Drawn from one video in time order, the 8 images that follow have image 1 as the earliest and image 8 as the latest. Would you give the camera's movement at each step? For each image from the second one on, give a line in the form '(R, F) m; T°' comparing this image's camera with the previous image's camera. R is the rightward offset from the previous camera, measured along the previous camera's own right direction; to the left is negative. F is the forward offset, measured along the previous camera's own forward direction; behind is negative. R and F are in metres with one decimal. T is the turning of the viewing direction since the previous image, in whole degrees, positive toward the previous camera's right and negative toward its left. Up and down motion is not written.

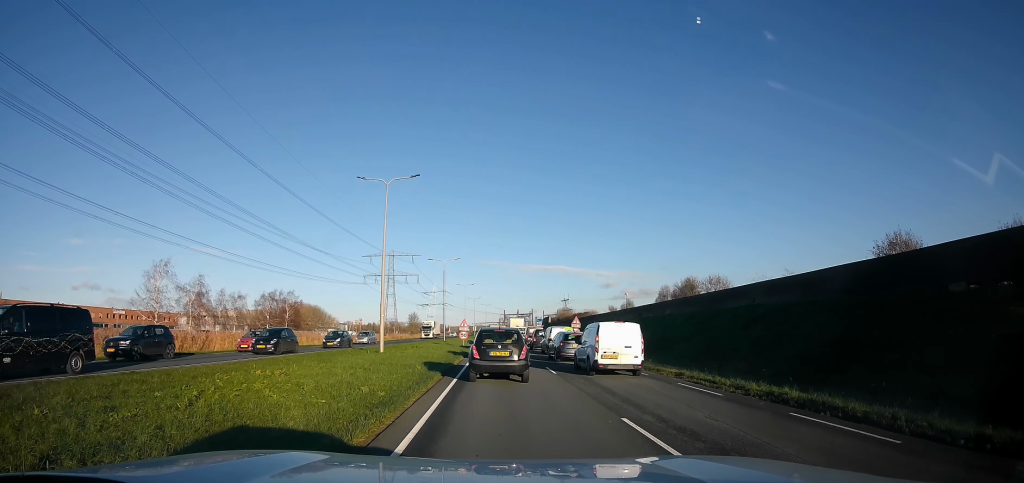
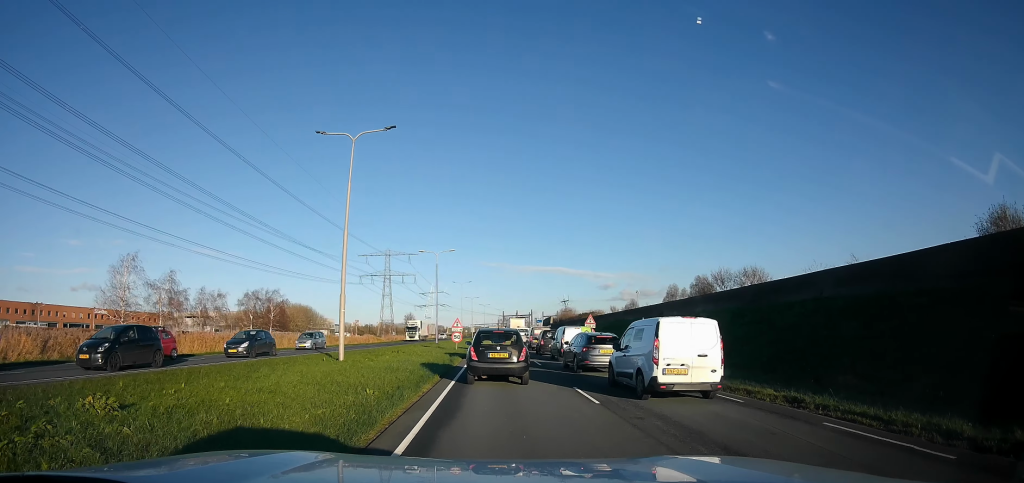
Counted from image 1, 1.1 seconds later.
(0.0, +7.6) m; +1°
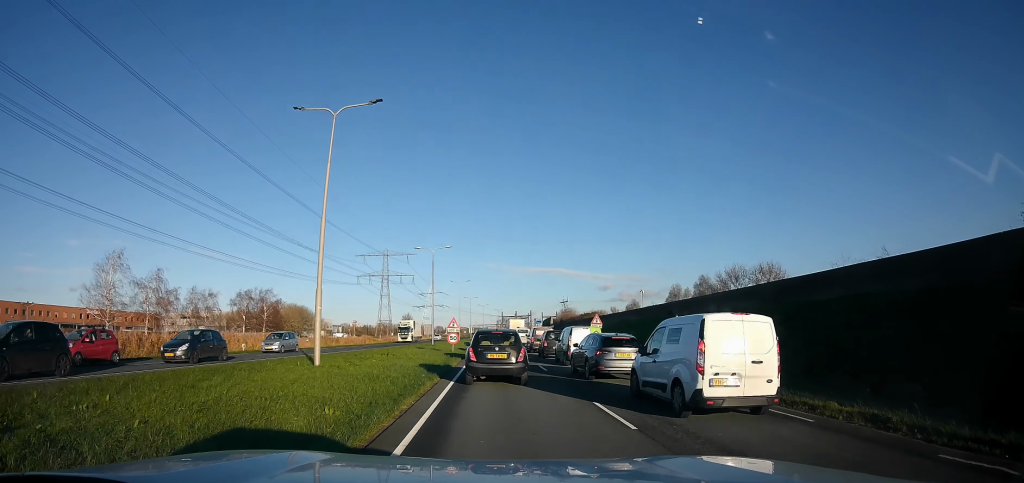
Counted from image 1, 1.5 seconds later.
(-0.1, +2.9) m; +1°
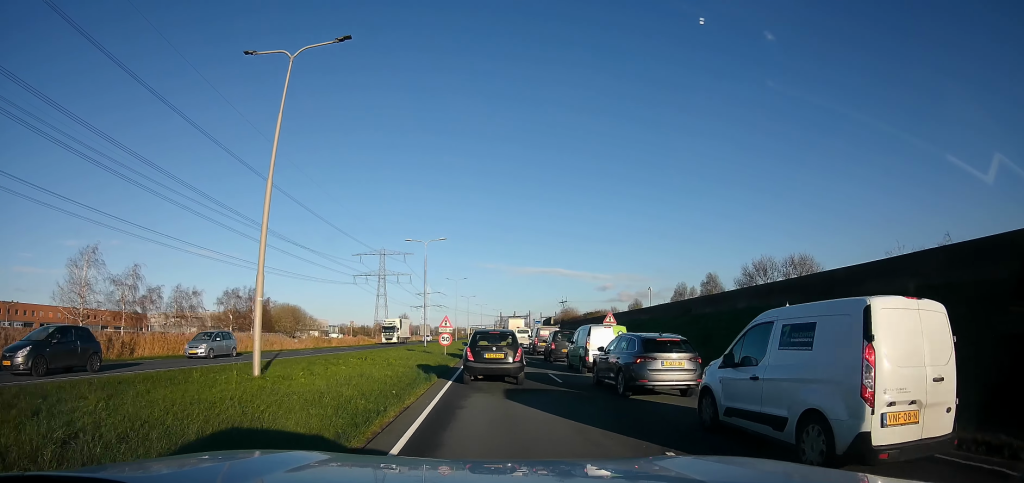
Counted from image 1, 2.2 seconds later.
(+0.1, +4.6) m; +2°
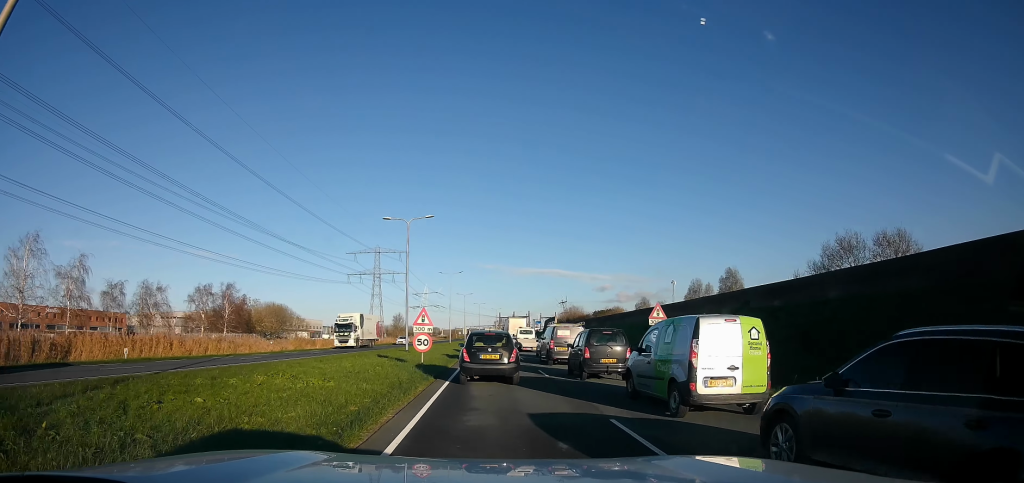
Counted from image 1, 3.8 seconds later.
(+0.2, +9.2) m; +2°
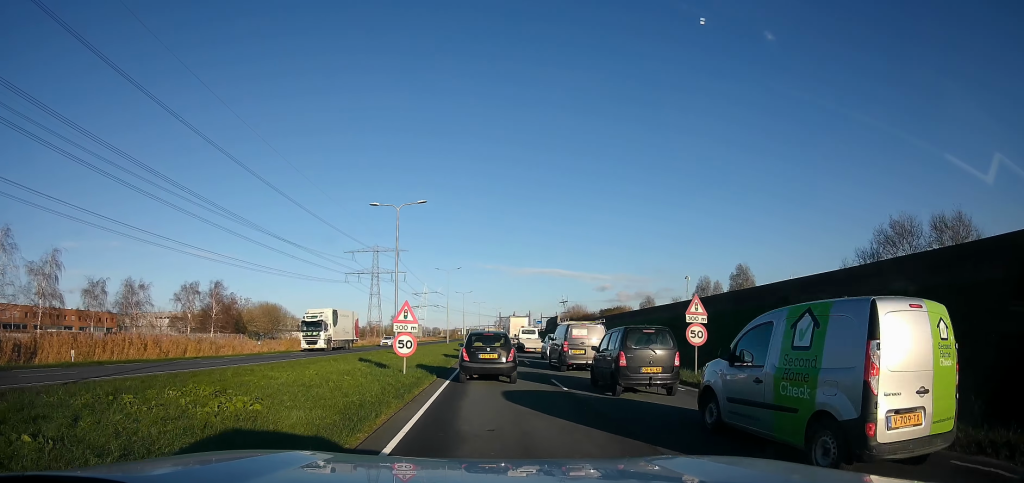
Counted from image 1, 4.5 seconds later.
(0.0, +4.2) m; 0°
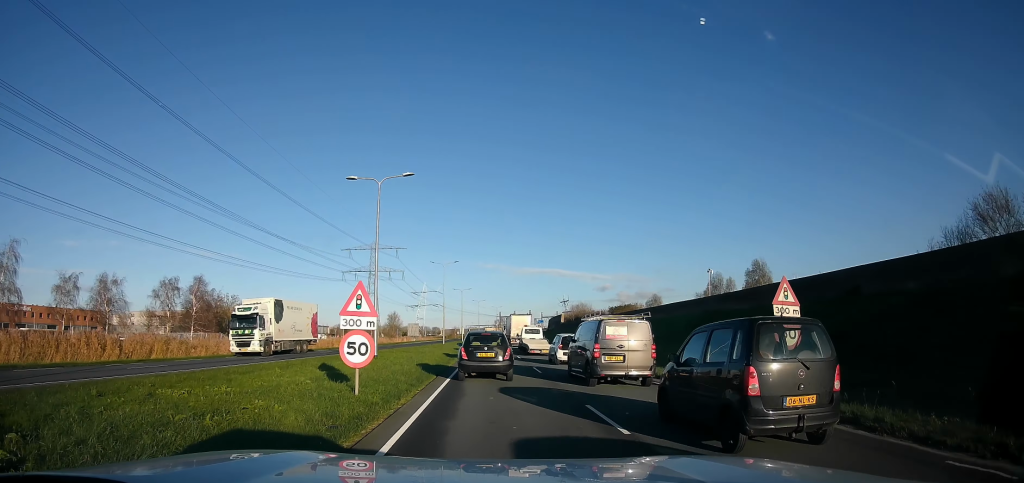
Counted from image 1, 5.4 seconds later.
(0.0, +5.8) m; 0°
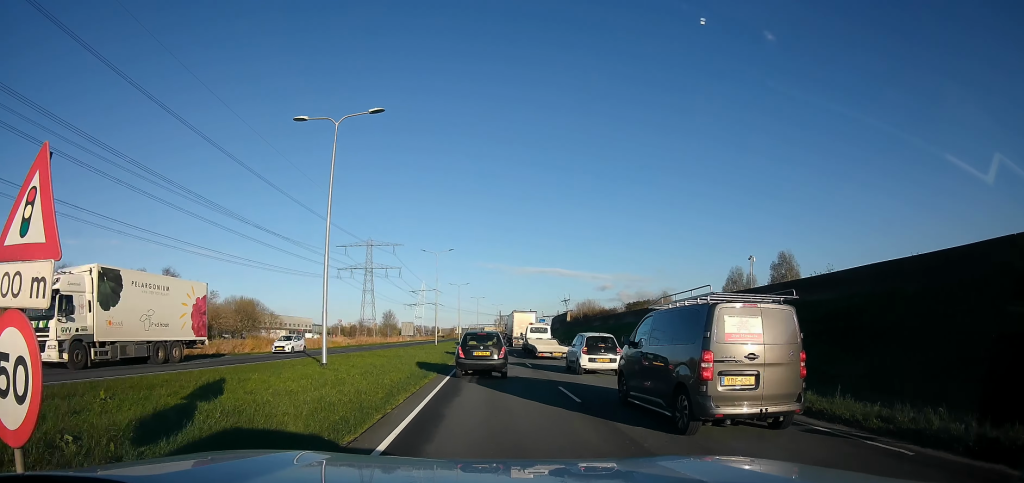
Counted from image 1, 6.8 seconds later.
(0.0, +8.3) m; -2°
